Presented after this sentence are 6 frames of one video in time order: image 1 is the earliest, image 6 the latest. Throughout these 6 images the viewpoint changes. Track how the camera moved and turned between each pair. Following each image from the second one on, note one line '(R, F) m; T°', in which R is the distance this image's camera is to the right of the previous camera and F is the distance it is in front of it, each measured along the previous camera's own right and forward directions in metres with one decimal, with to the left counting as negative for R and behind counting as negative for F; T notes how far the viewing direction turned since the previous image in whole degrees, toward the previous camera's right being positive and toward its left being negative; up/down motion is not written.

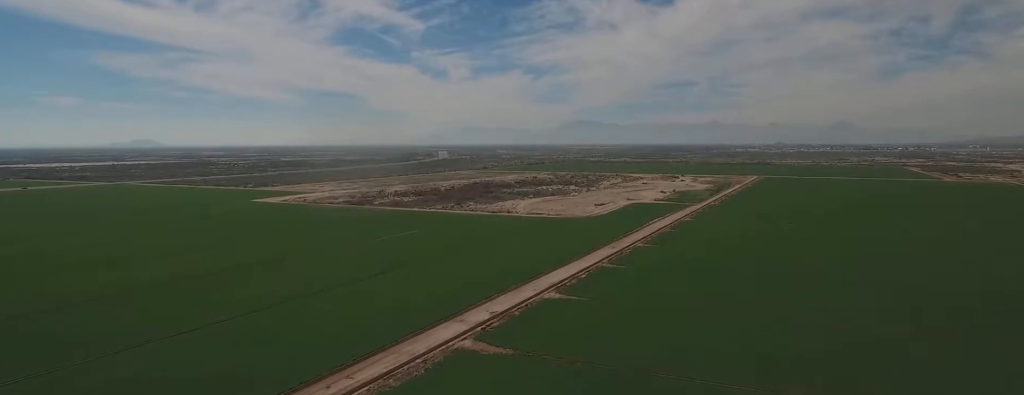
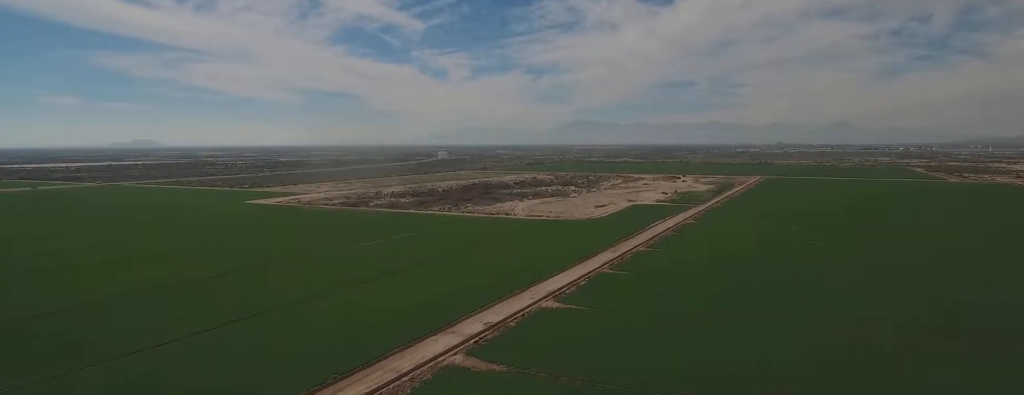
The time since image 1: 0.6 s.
(0.0, +9.6) m; 0°
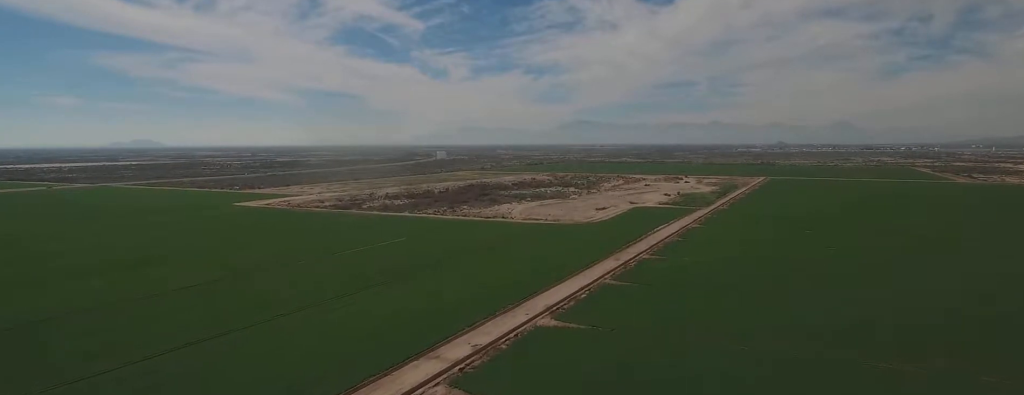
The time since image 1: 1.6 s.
(0.0, +16.4) m; 0°
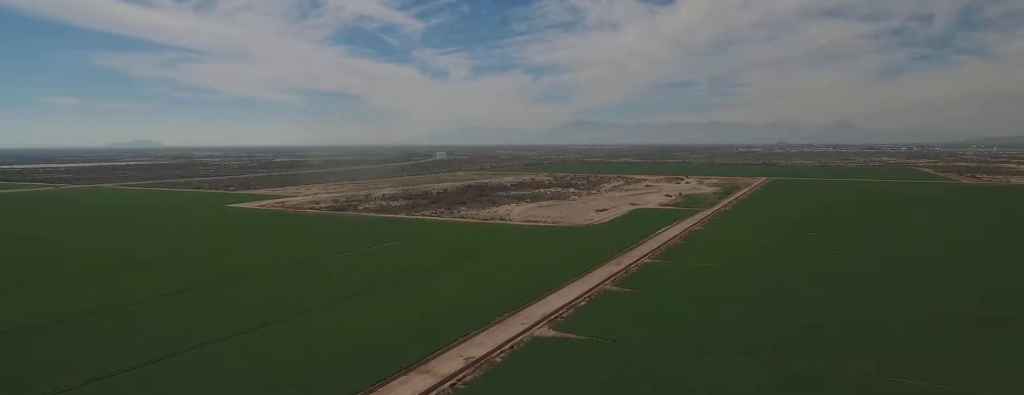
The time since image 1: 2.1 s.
(0.0, +7.9) m; 0°
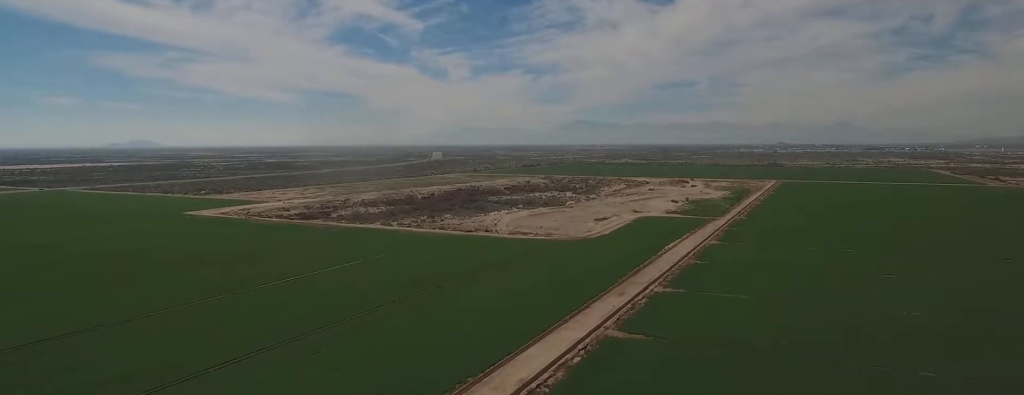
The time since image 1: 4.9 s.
(+0.1, +47.0) m; 0°
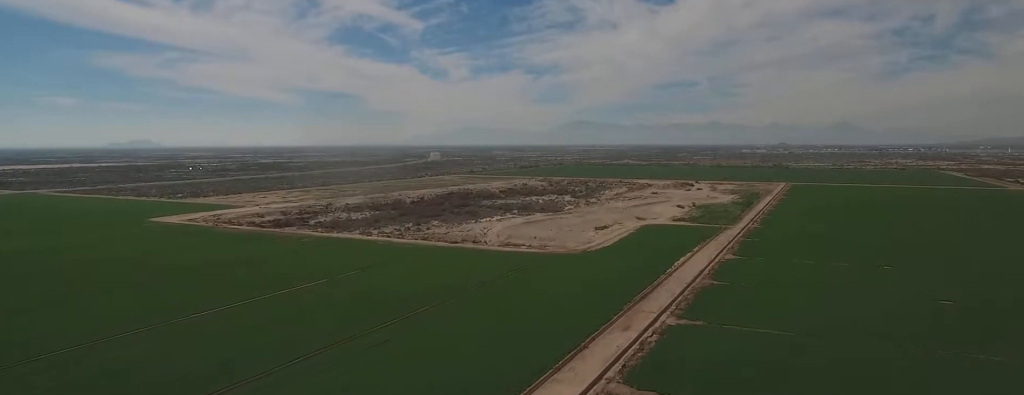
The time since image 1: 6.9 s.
(+0.1, +29.4) m; 0°
